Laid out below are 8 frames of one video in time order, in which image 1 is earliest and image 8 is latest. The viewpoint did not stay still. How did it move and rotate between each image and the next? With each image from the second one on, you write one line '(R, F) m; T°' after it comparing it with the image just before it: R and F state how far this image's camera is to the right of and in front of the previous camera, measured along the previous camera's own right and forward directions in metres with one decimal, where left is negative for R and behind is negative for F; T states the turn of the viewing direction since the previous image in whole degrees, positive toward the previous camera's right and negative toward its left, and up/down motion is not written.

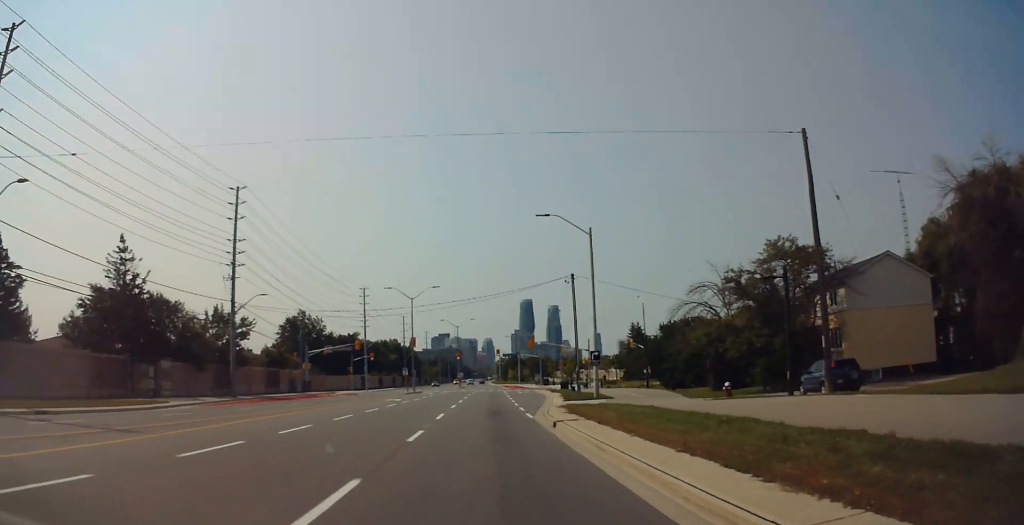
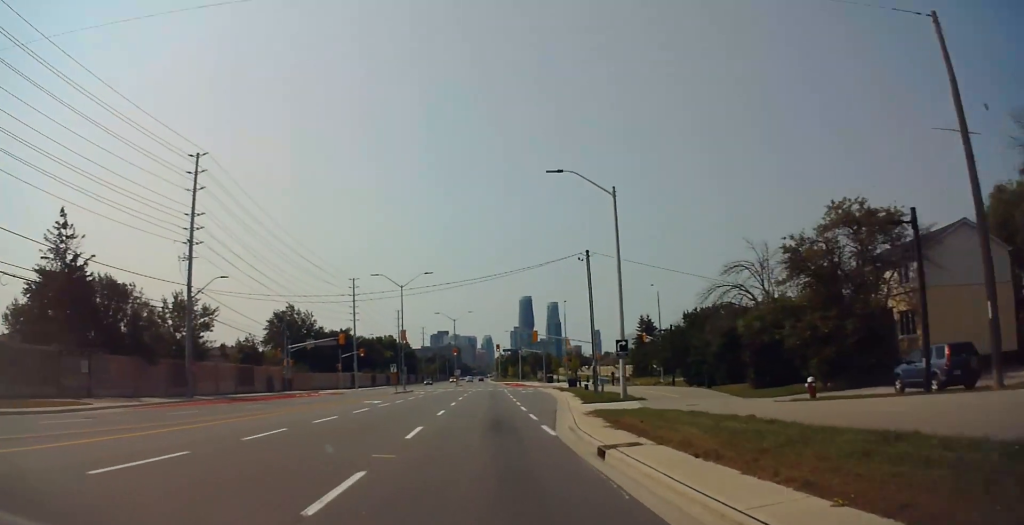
(+0.1, +8.2) m; 0°
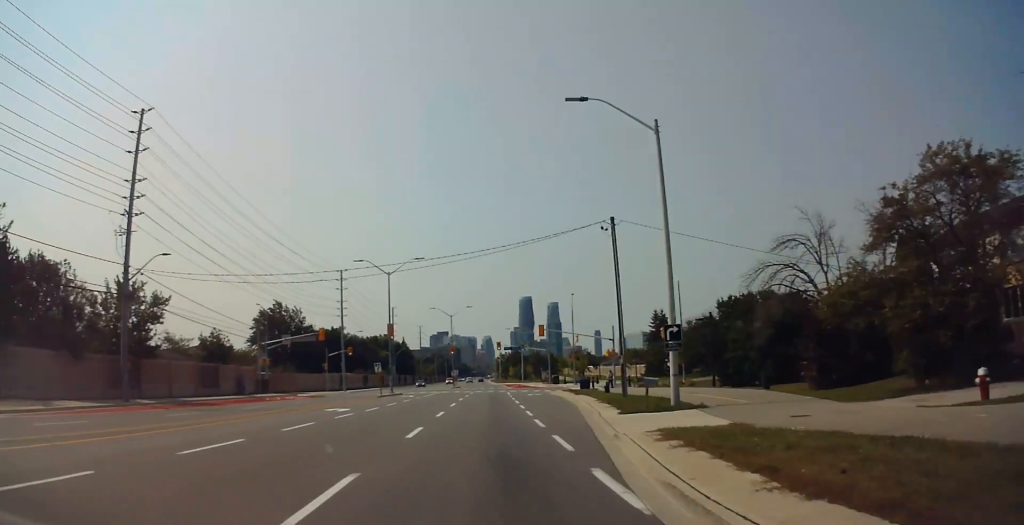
(+0.3, +8.7) m; +1°
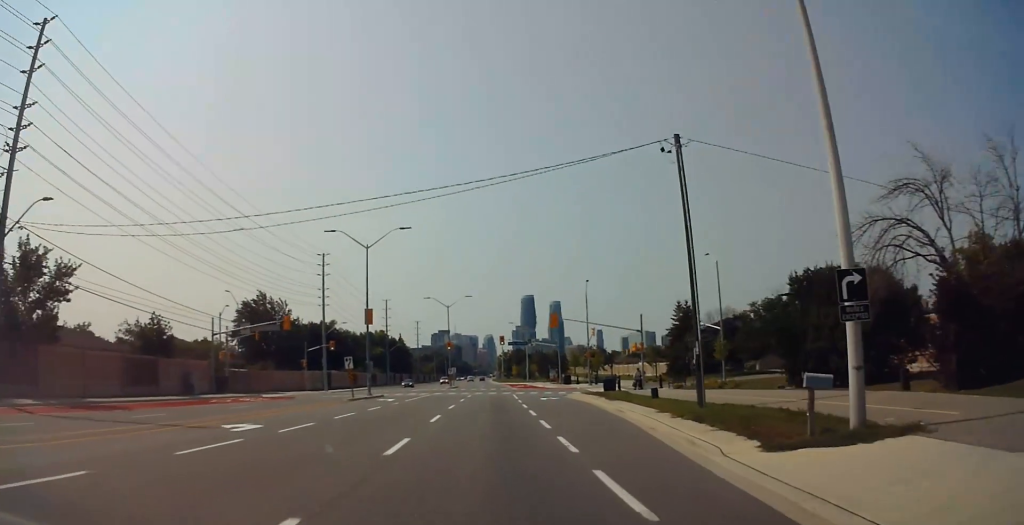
(-0.3, +11.7) m; -1°
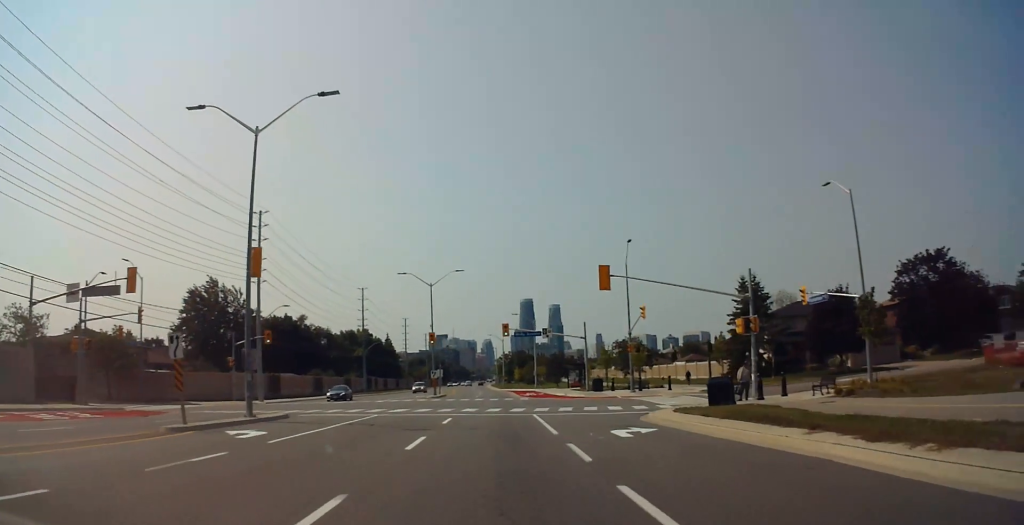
(+0.3, +24.0) m; +2°
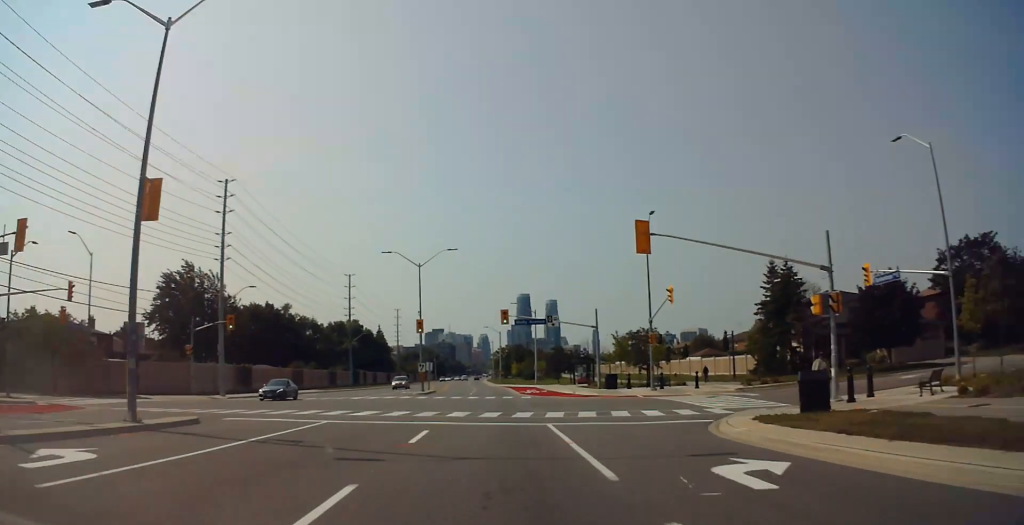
(+0.1, +8.3) m; 0°
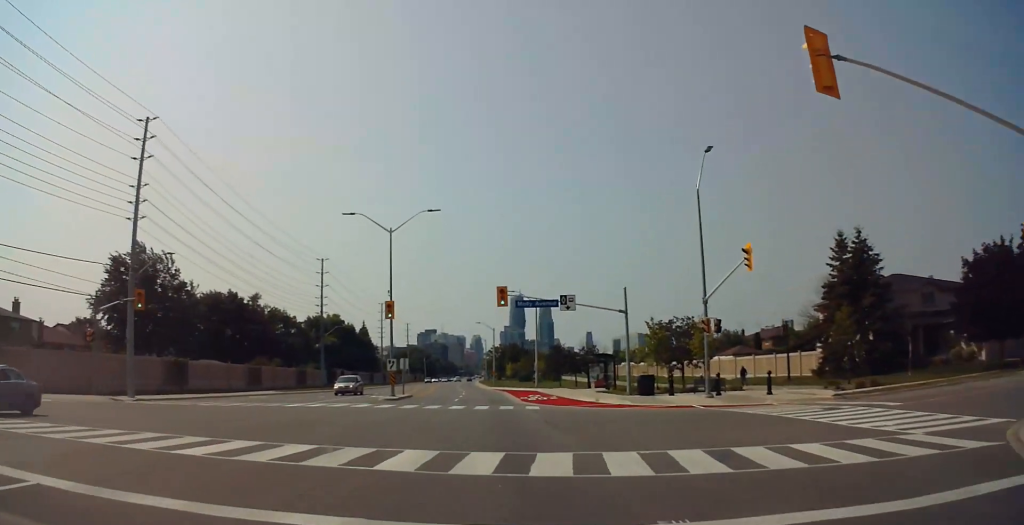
(0.0, +14.0) m; -1°
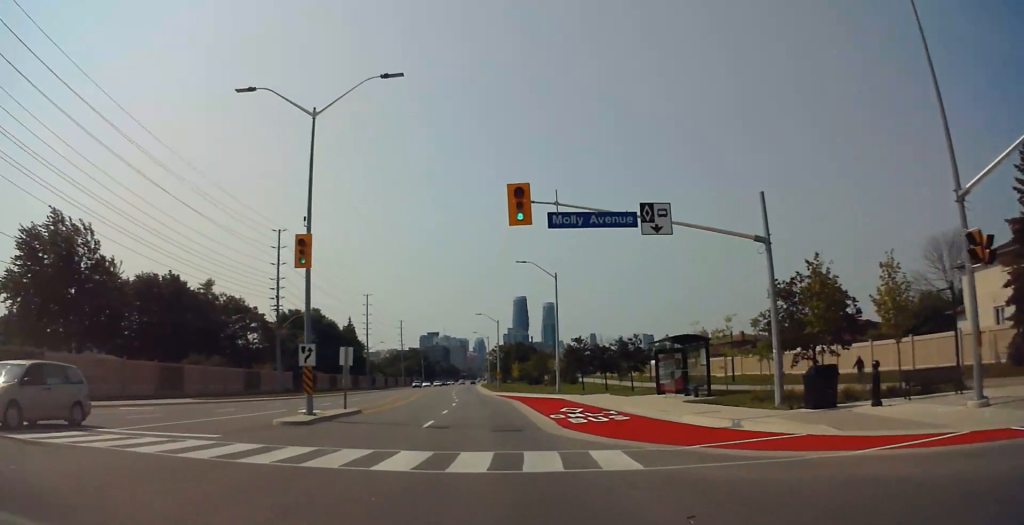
(-0.5, +21.4) m; -1°
